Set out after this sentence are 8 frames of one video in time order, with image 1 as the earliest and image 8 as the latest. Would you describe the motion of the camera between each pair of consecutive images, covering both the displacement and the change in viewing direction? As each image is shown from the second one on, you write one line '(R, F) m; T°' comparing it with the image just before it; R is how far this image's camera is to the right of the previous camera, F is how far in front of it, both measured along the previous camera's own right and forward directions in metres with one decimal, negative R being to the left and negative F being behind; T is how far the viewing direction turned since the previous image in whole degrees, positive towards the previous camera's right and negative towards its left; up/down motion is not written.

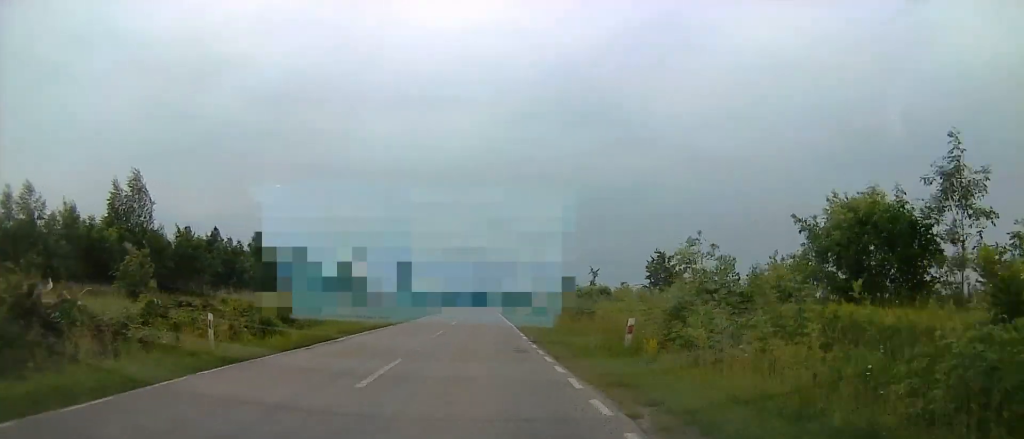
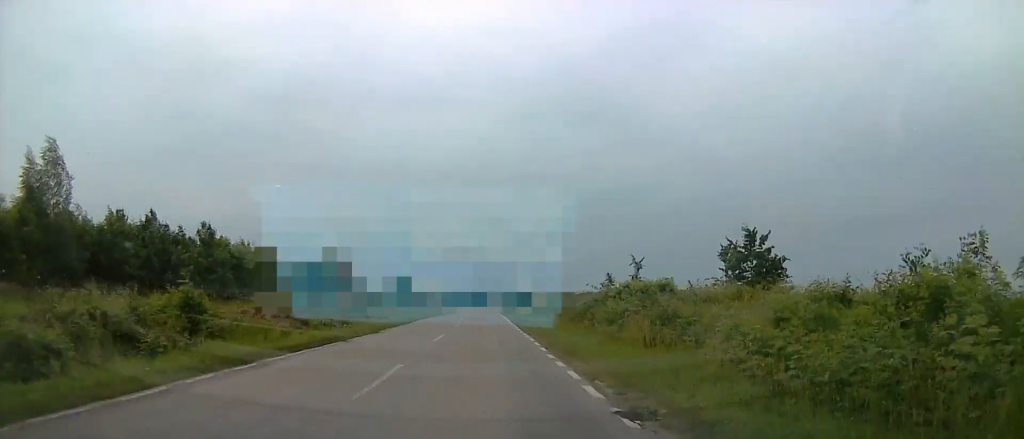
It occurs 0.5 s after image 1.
(0.0, +12.9) m; 0°
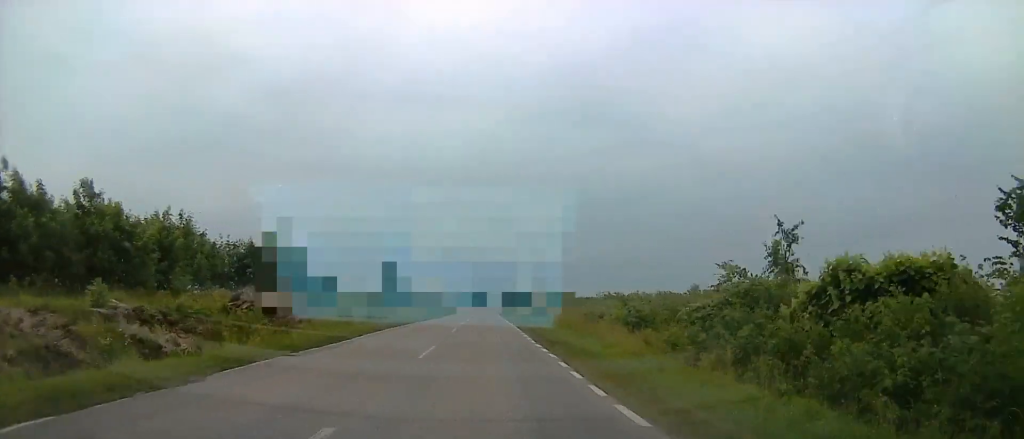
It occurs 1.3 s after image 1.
(+0.1, +17.9) m; 0°
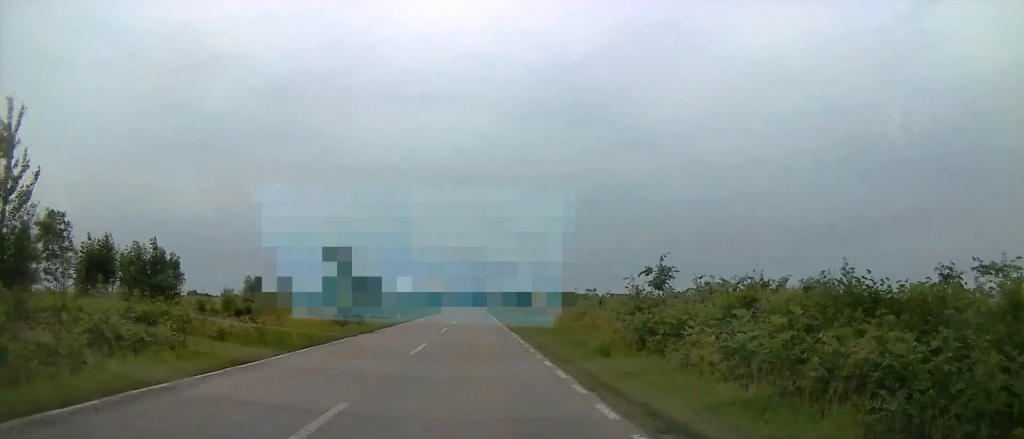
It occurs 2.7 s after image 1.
(+0.1, +34.1) m; 0°
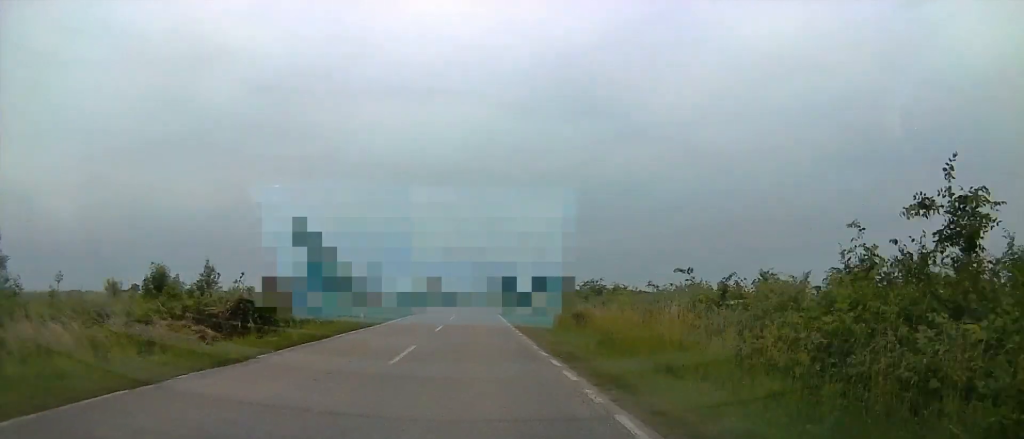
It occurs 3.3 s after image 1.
(0.0, +15.3) m; 0°
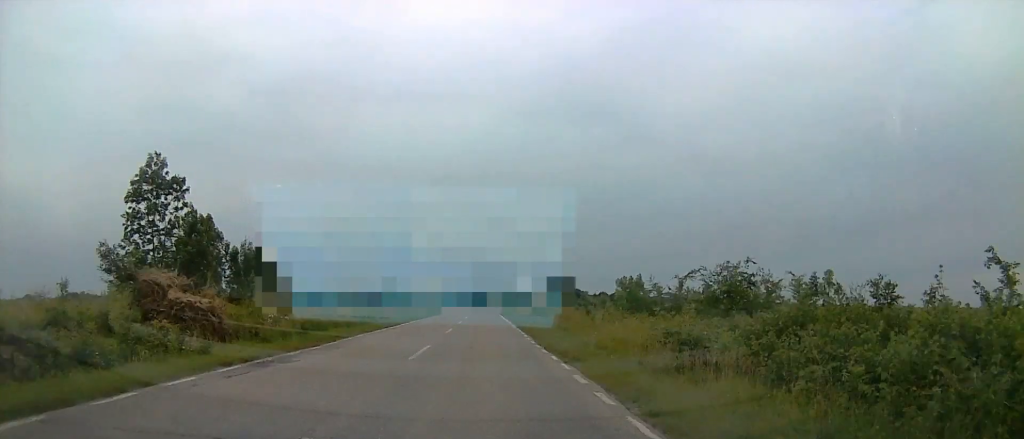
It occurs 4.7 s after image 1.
(+0.1, +33.2) m; -1°
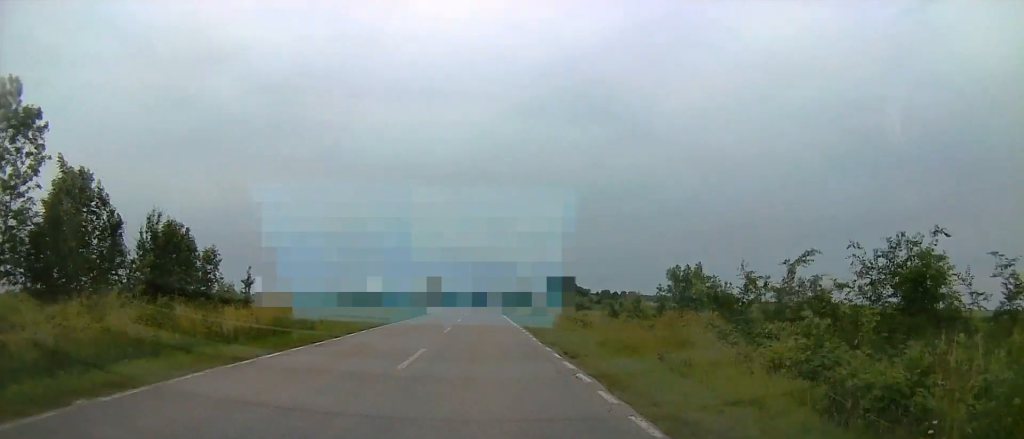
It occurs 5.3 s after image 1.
(+0.2, +14.0) m; -2°
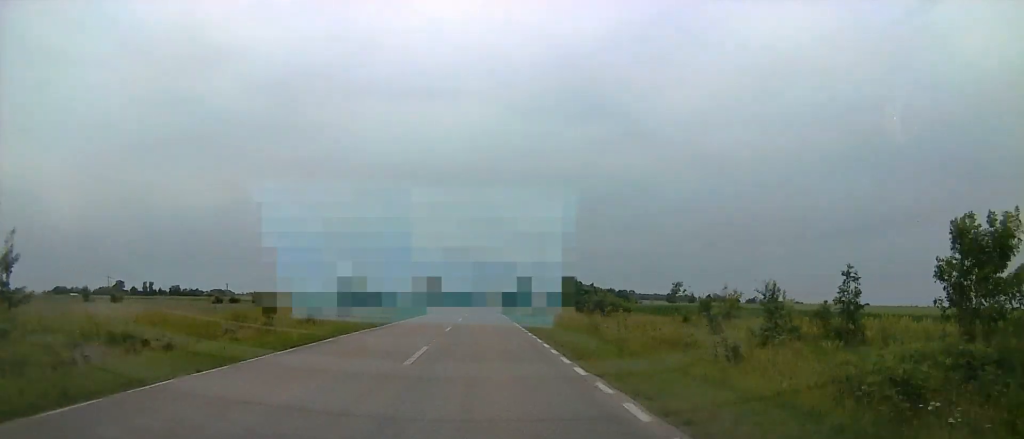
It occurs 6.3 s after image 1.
(-1.3, +23.4) m; 0°
